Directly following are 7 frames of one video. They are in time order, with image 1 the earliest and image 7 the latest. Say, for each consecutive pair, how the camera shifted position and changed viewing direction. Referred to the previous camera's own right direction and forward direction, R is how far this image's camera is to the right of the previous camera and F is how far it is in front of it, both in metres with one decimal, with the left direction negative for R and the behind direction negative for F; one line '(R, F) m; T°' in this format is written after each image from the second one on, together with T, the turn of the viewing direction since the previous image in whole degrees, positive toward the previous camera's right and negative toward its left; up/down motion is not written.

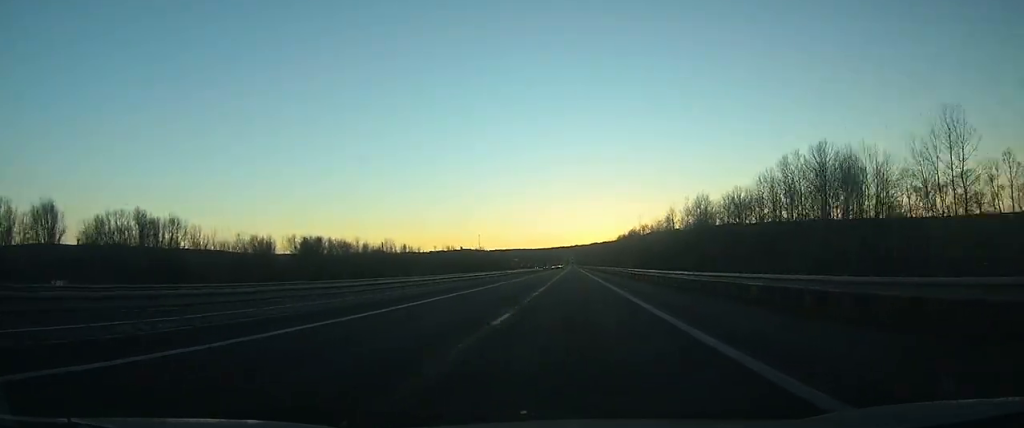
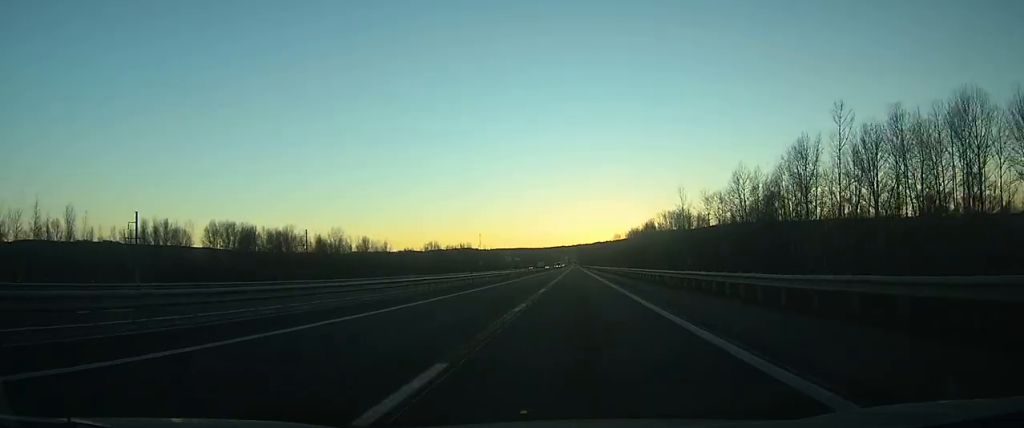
(+0.1, +81.6) m; 0°
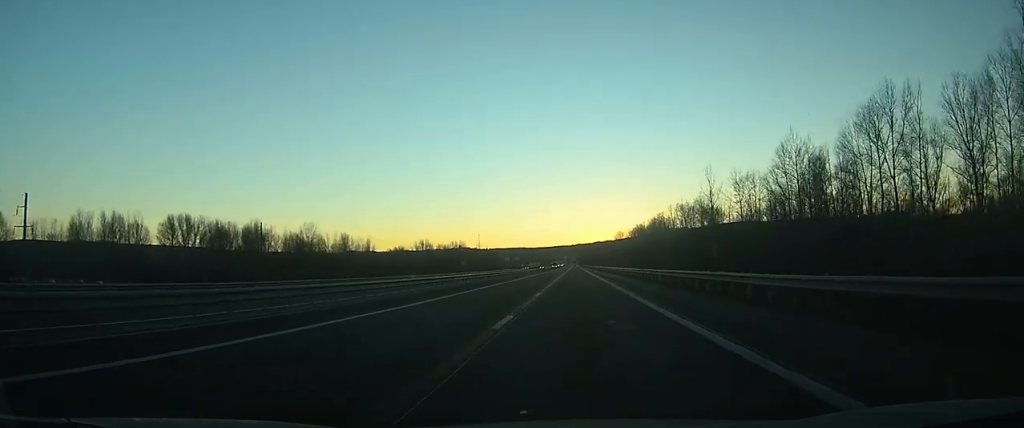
(0.0, +29.7) m; 0°
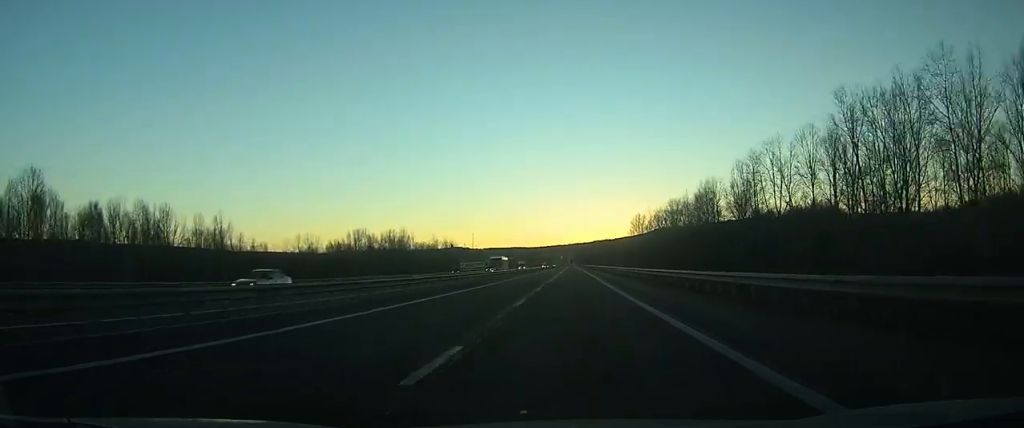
(+0.7, +134.5) m; 0°
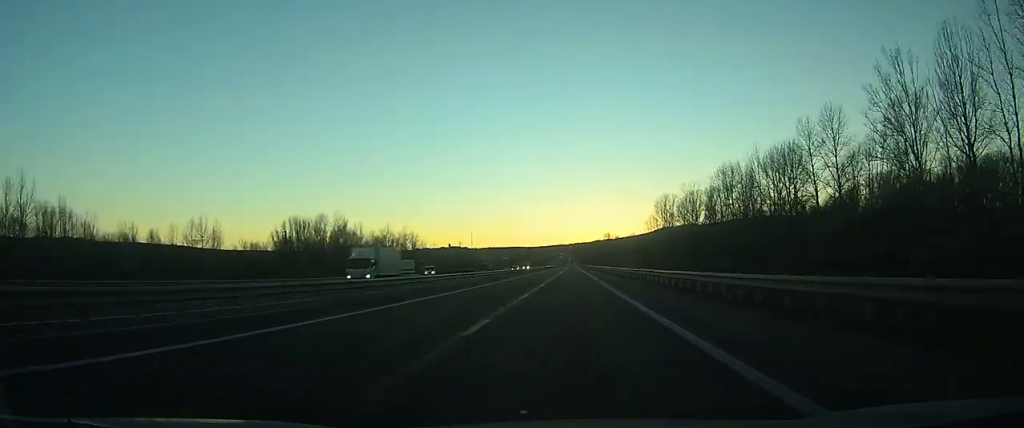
(-0.2, +73.9) m; 0°
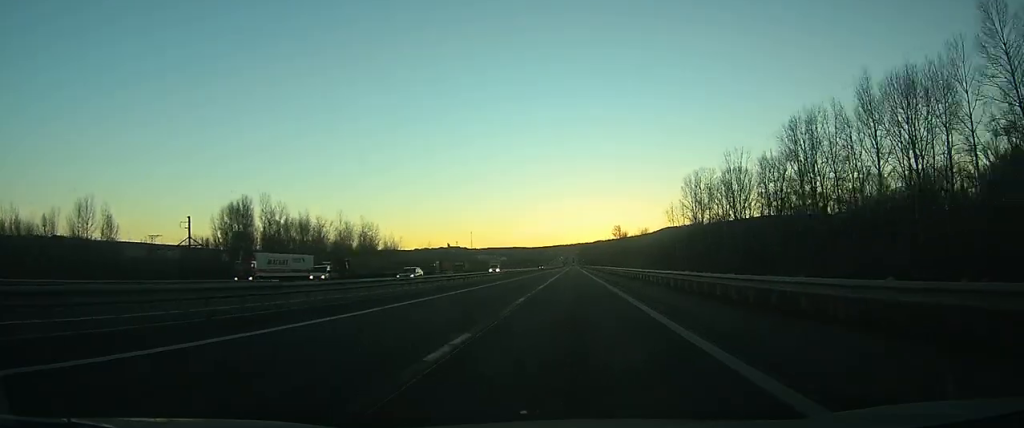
(0.0, +48.7) m; 0°
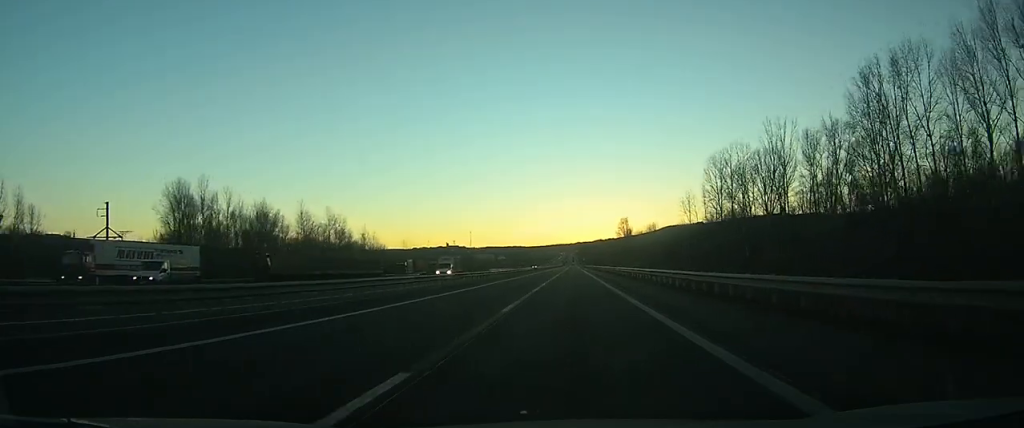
(-0.1, +26.7) m; 0°
